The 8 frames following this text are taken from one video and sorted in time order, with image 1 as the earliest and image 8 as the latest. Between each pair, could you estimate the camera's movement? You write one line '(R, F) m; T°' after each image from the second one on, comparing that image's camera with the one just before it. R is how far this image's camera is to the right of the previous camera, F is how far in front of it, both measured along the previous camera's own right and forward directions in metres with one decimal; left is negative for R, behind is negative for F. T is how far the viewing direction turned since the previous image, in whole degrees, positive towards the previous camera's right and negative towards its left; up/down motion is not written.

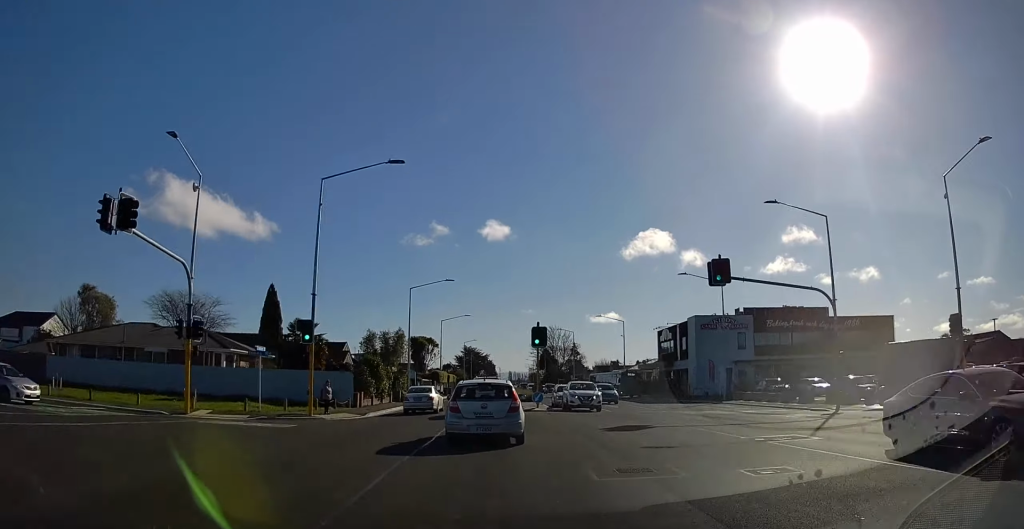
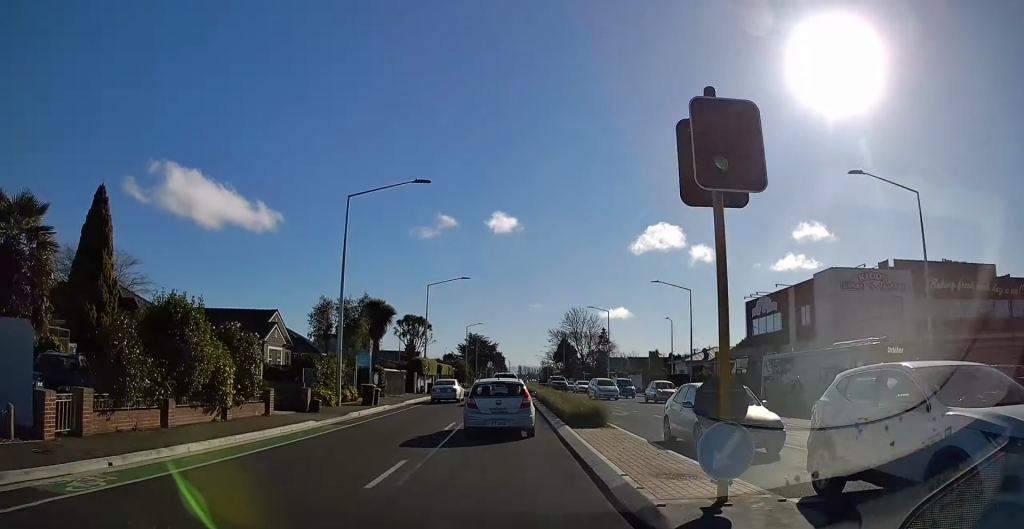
(-0.3, +24.9) m; 0°
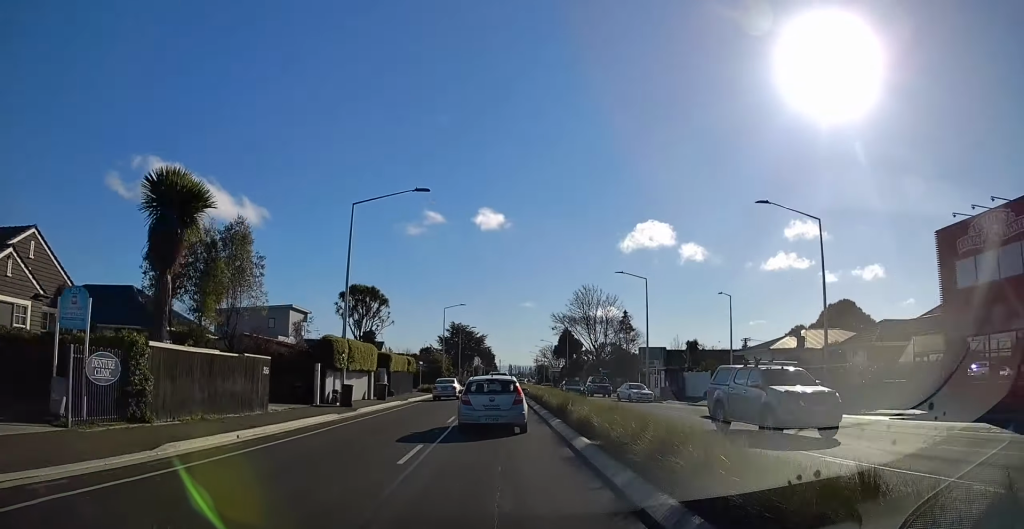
(+0.4, +27.1) m; 0°
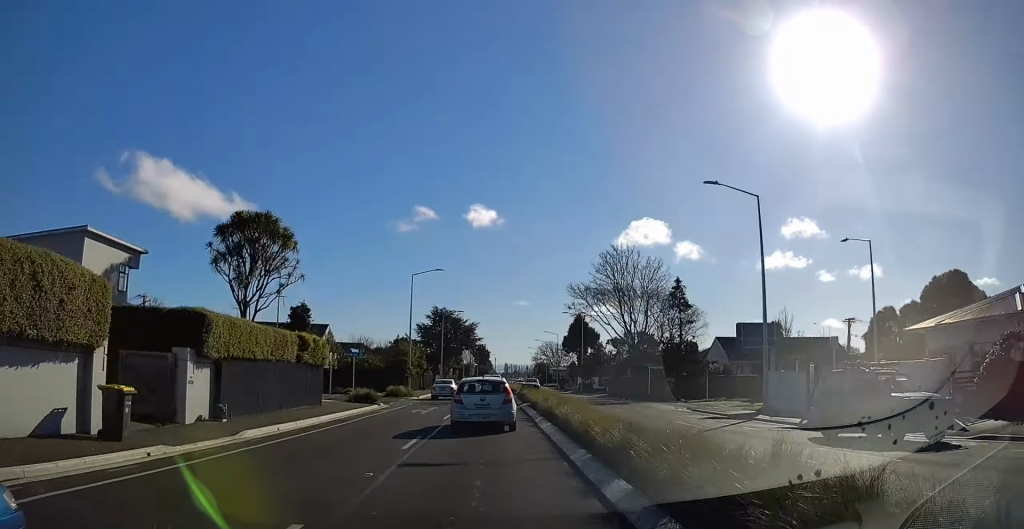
(+0.3, +26.0) m; 0°
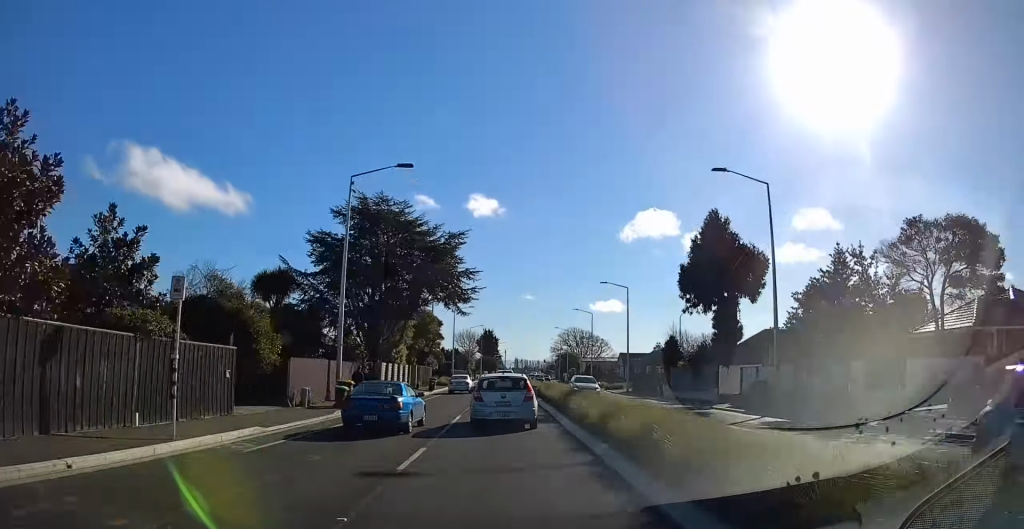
(-0.5, +61.4) m; 0°
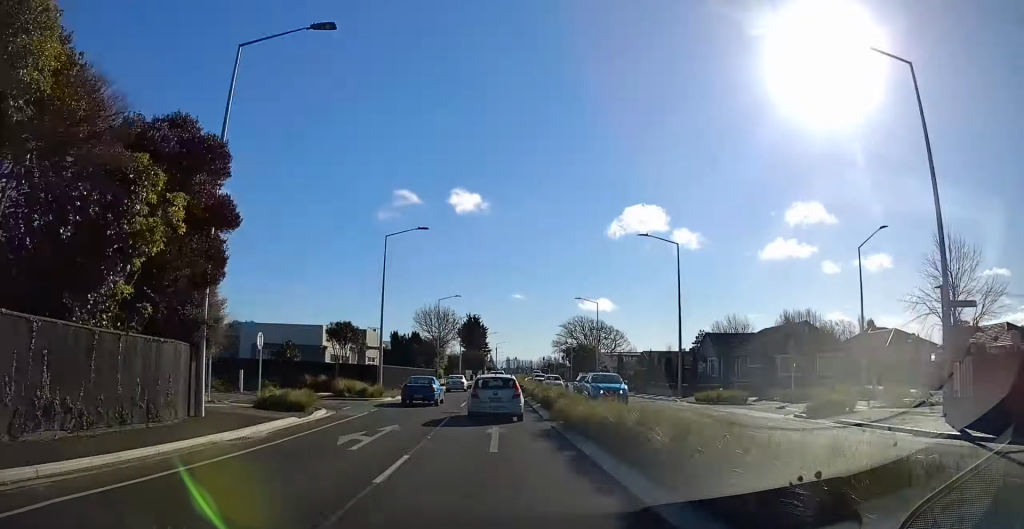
(+0.4, +52.6) m; +1°
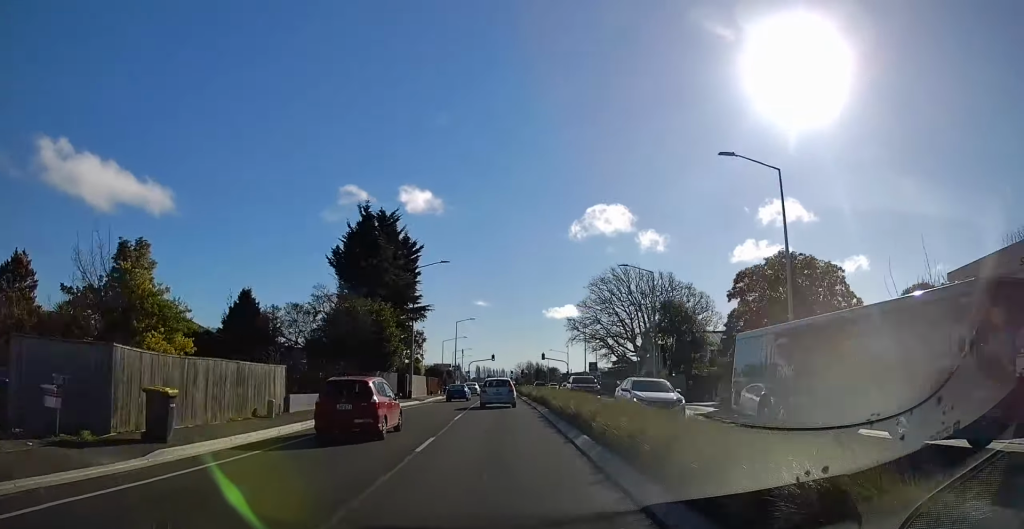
(+1.9, +113.9) m; +2°
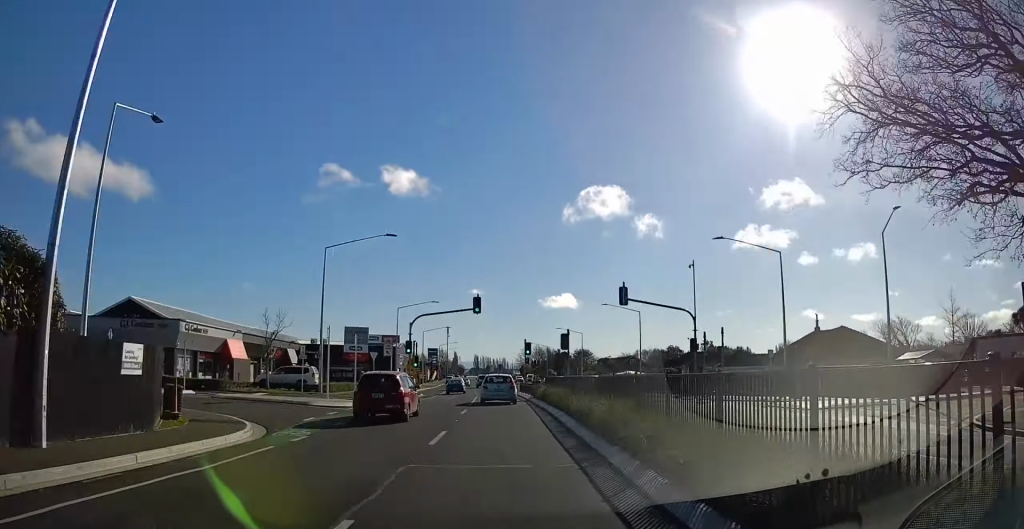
(+0.3, +90.0) m; -1°
